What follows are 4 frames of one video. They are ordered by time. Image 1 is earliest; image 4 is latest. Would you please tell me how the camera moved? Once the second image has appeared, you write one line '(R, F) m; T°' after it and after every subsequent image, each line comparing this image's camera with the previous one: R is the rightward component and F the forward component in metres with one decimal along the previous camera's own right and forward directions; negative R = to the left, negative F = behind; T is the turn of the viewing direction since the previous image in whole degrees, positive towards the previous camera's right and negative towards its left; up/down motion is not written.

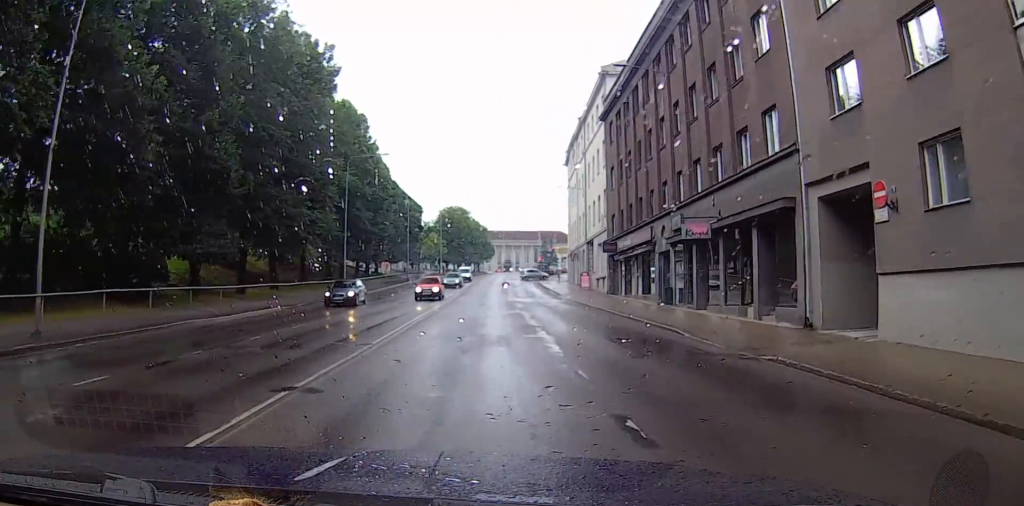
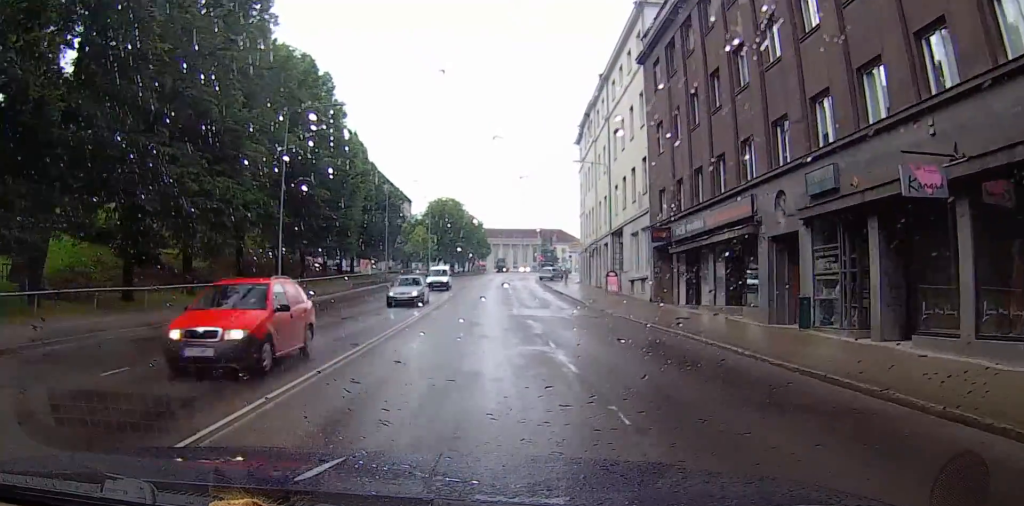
(+0.5, +14.2) m; +3°
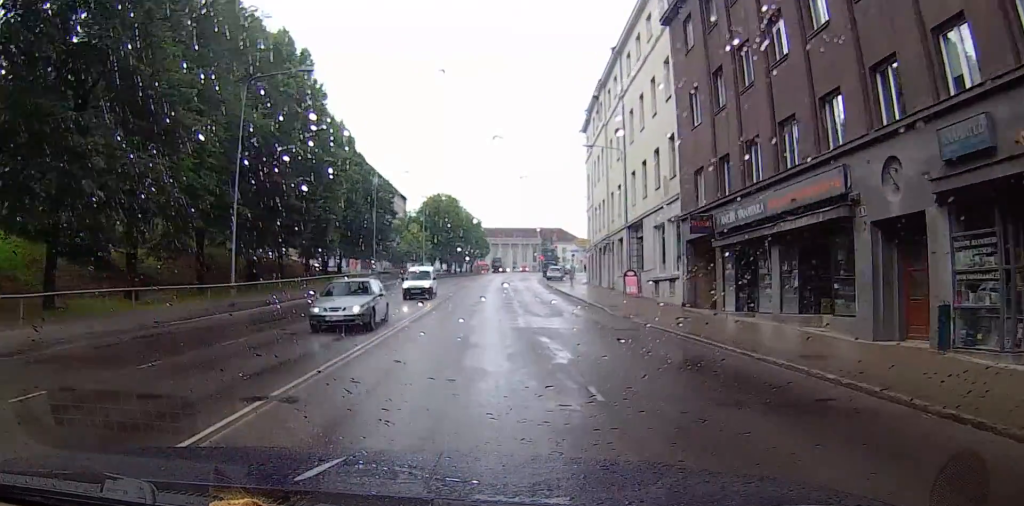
(0.0, +6.0) m; 0°
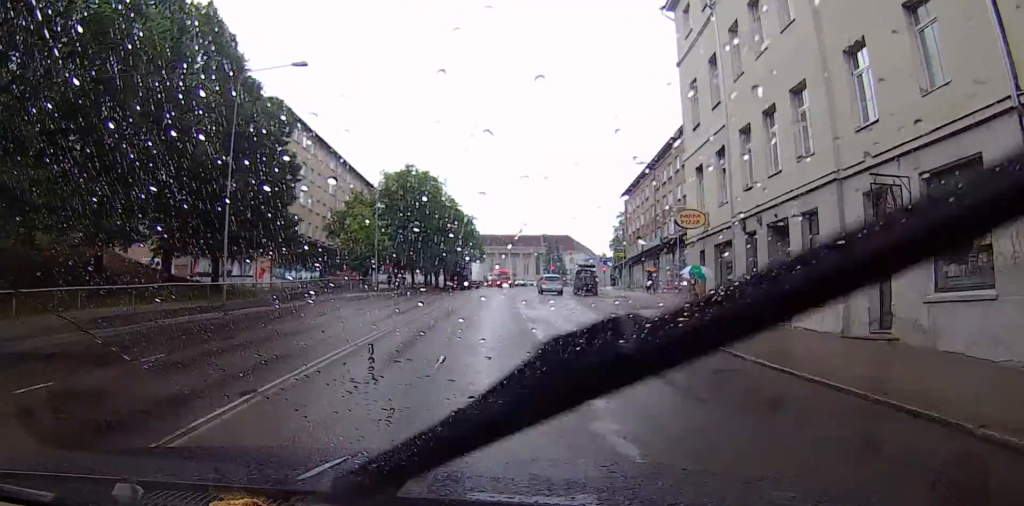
(+0.1, +36.2) m; 0°
